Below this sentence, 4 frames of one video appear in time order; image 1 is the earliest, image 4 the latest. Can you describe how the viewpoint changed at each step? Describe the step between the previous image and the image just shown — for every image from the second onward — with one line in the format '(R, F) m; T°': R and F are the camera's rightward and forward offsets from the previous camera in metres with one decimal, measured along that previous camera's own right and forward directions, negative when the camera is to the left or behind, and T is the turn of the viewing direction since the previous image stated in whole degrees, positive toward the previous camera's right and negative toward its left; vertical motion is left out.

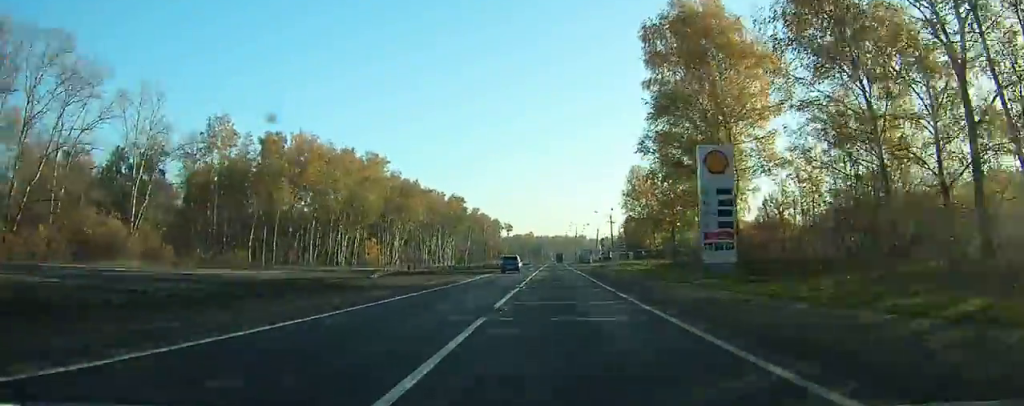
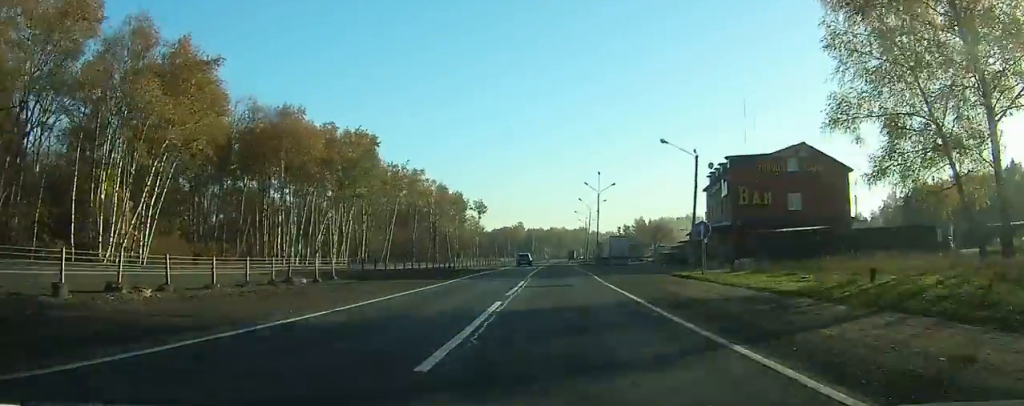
(+0.5, +88.1) m; +1°
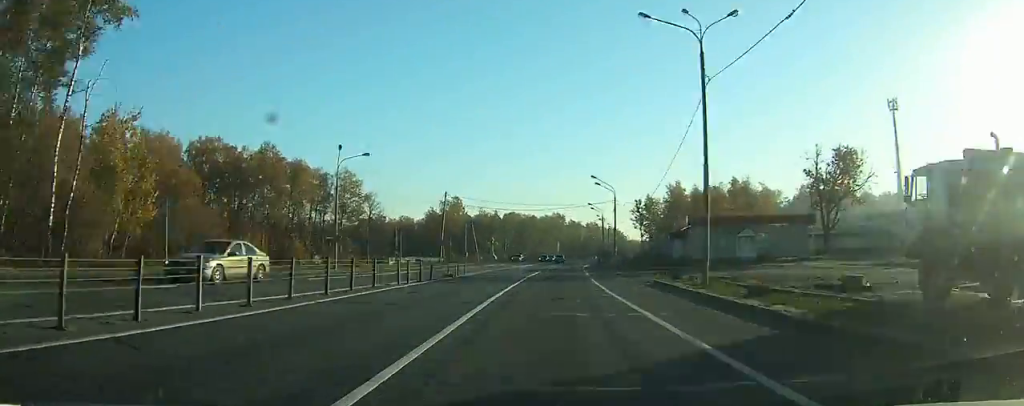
(+3.4, +141.0) m; +4°
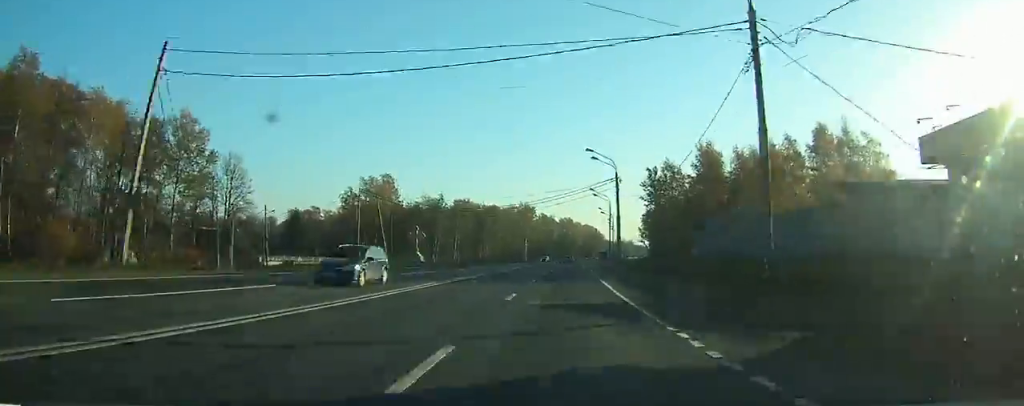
(+1.1, +55.6) m; +3°
